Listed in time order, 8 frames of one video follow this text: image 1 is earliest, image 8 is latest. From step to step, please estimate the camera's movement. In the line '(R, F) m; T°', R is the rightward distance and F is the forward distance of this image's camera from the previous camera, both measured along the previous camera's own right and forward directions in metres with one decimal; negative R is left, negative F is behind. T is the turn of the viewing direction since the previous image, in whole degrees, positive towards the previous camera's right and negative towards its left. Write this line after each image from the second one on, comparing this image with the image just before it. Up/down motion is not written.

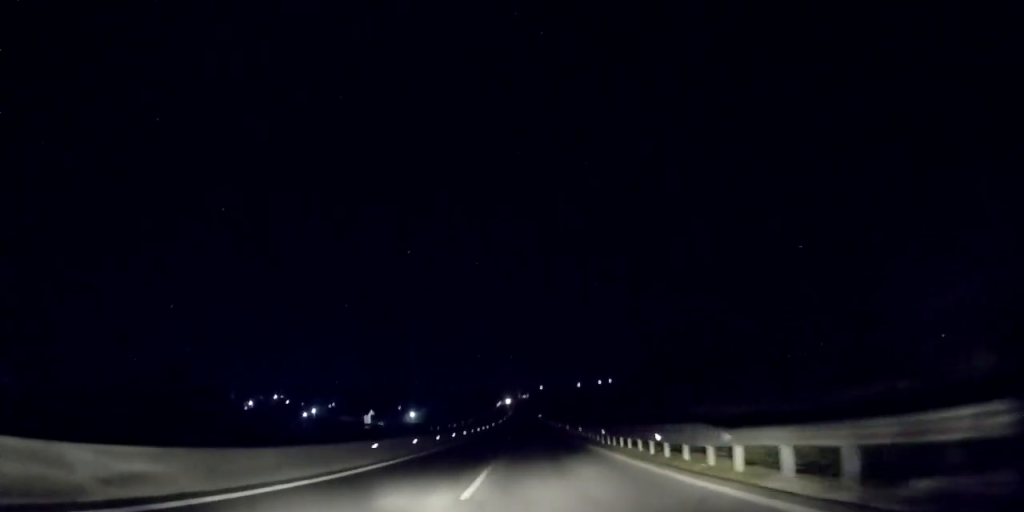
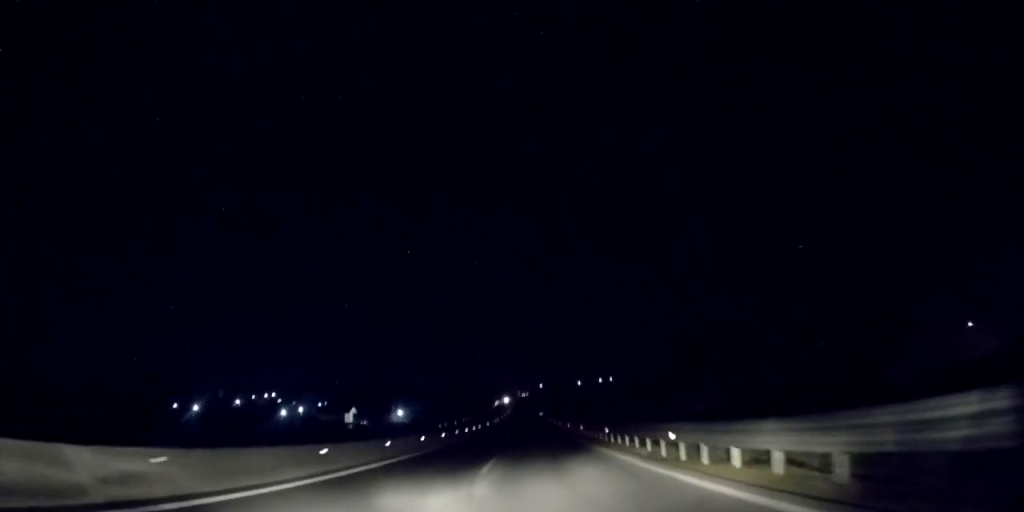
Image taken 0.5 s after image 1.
(+0.1, +13.0) m; 0°
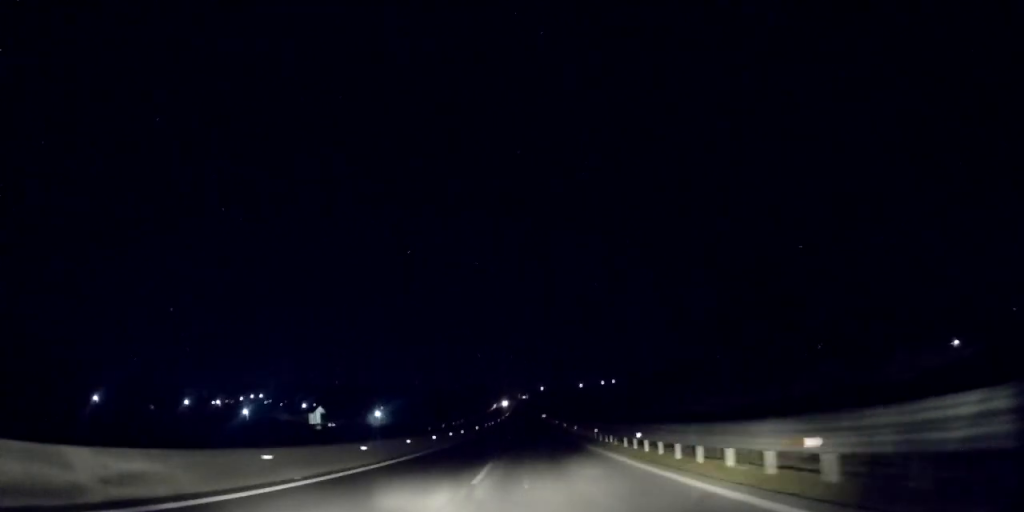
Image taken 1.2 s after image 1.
(-0.2, +18.1) m; 0°
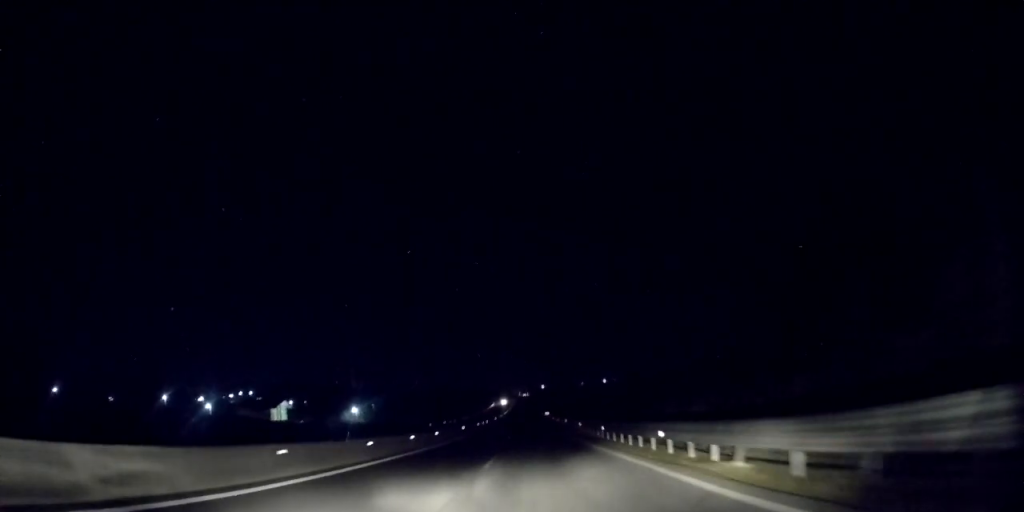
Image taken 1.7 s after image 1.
(0.0, +13.1) m; 0°
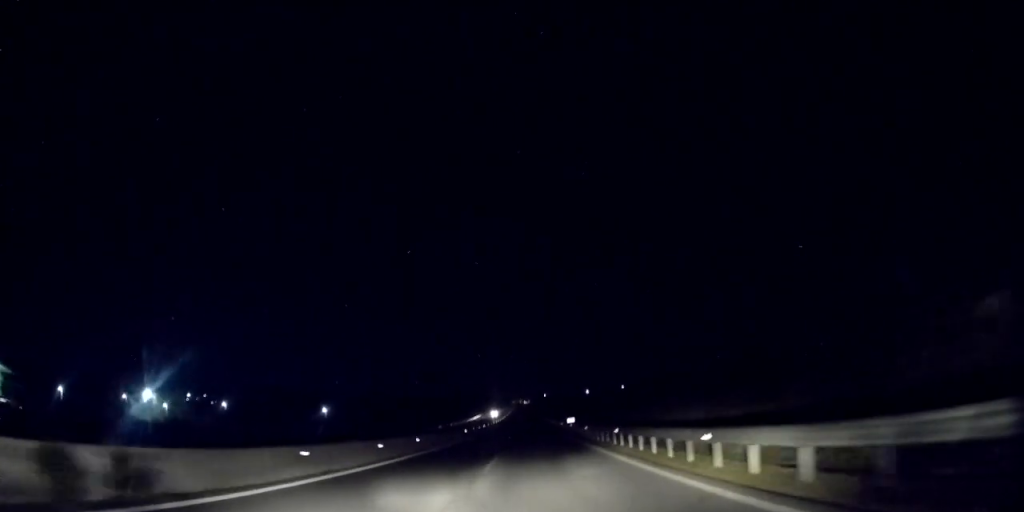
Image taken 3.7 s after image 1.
(-0.3, +40.8) m; 0°
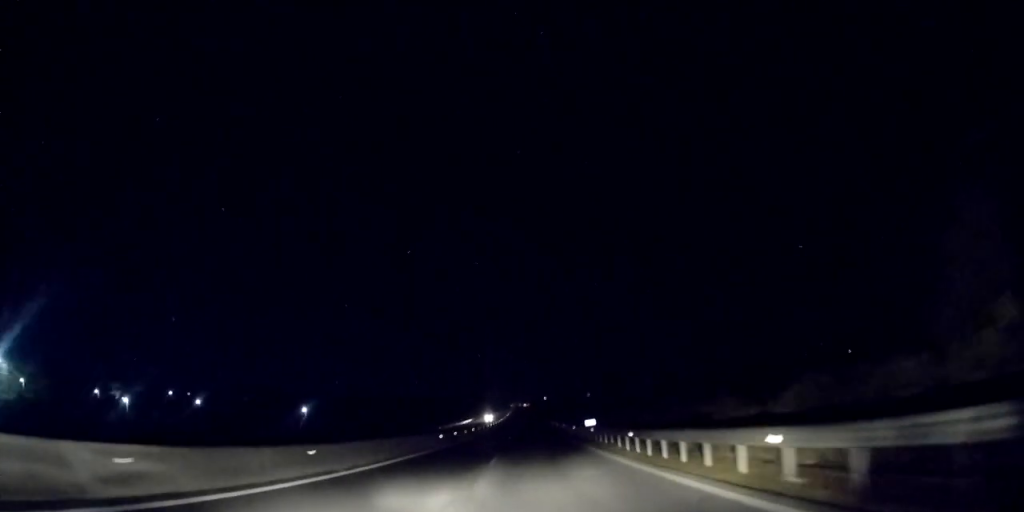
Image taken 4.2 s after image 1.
(0.0, +11.2) m; 0°
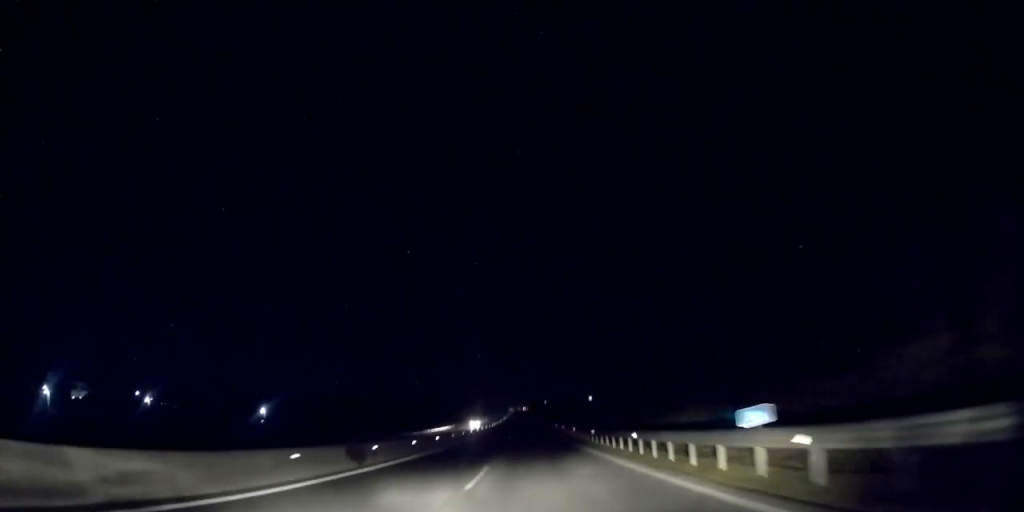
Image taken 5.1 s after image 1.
(+0.1, +20.4) m; 0°
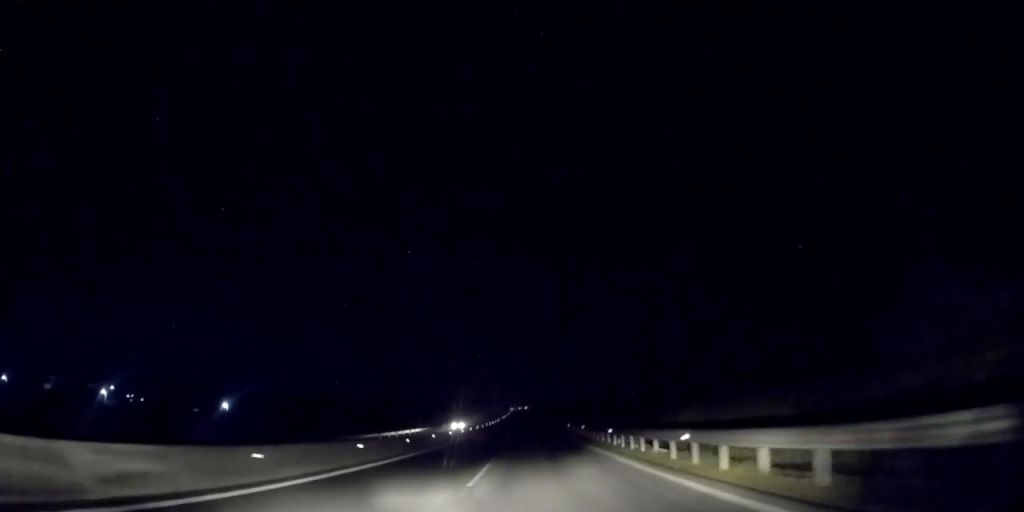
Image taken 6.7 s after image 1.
(+0.2, +43.1) m; 0°
